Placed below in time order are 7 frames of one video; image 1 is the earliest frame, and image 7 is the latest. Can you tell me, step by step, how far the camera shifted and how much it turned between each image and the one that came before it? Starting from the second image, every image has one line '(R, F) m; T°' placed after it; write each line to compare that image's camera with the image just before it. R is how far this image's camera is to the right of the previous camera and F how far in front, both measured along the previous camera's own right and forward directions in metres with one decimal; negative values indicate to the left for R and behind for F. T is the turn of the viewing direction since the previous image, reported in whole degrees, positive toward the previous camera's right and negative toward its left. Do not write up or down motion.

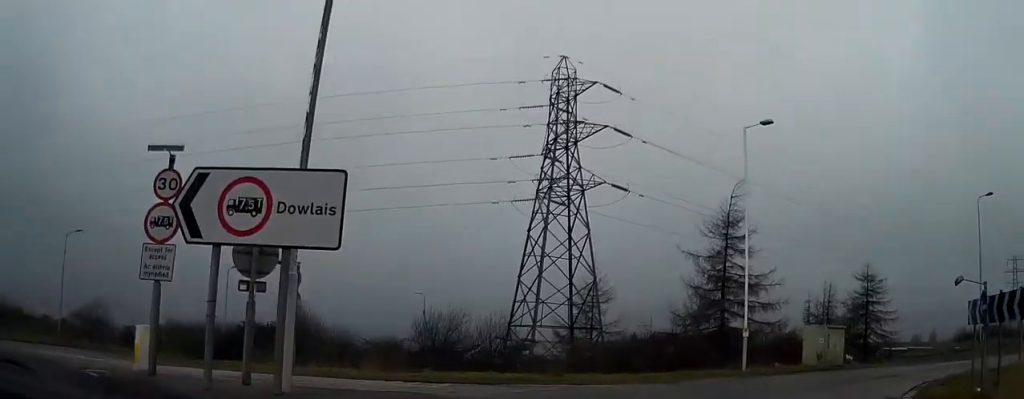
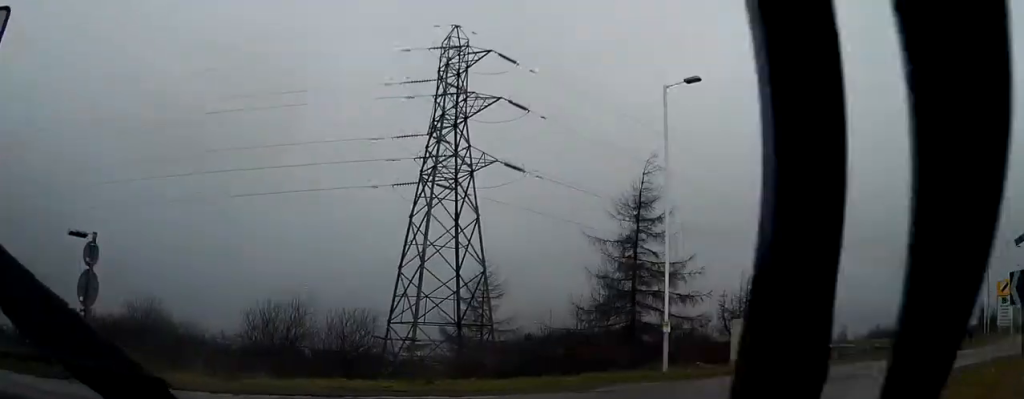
(0.0, +6.1) m; +4°
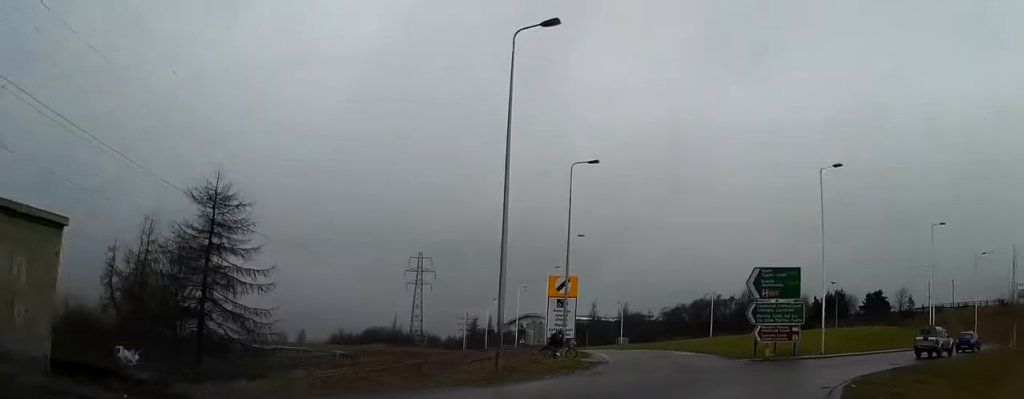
(+8.3, +27.2) m; +35°
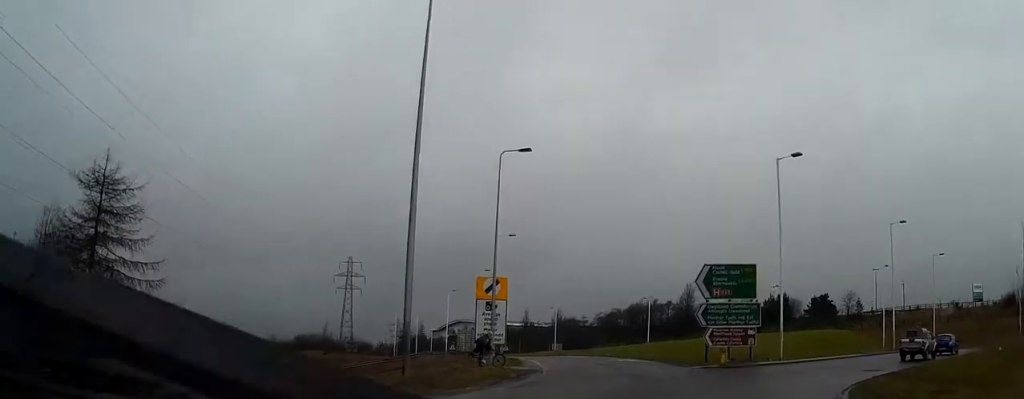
(0.0, +4.7) m; +5°
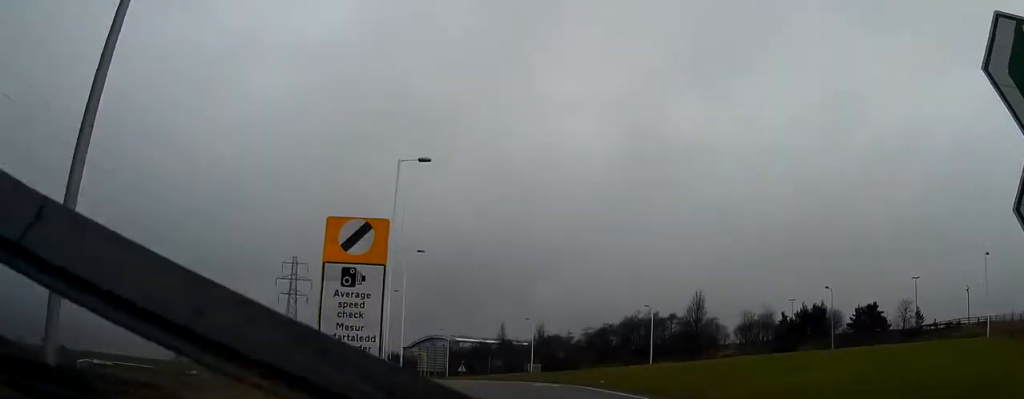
(+5.6, +33.2) m; +10°
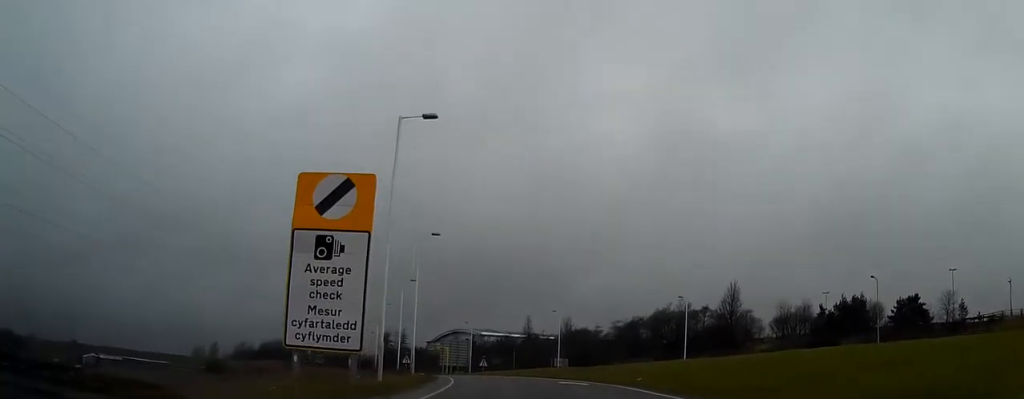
(0.0, +6.5) m; -1°
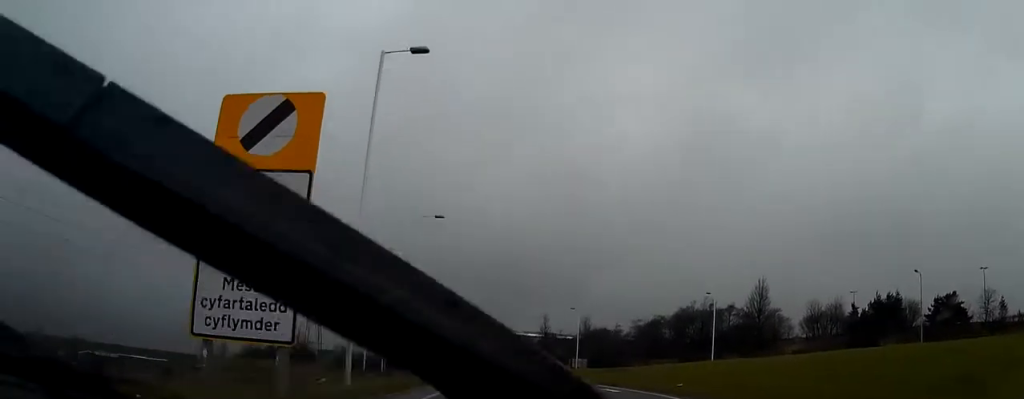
(-0.1, +7.5) m; -2°
